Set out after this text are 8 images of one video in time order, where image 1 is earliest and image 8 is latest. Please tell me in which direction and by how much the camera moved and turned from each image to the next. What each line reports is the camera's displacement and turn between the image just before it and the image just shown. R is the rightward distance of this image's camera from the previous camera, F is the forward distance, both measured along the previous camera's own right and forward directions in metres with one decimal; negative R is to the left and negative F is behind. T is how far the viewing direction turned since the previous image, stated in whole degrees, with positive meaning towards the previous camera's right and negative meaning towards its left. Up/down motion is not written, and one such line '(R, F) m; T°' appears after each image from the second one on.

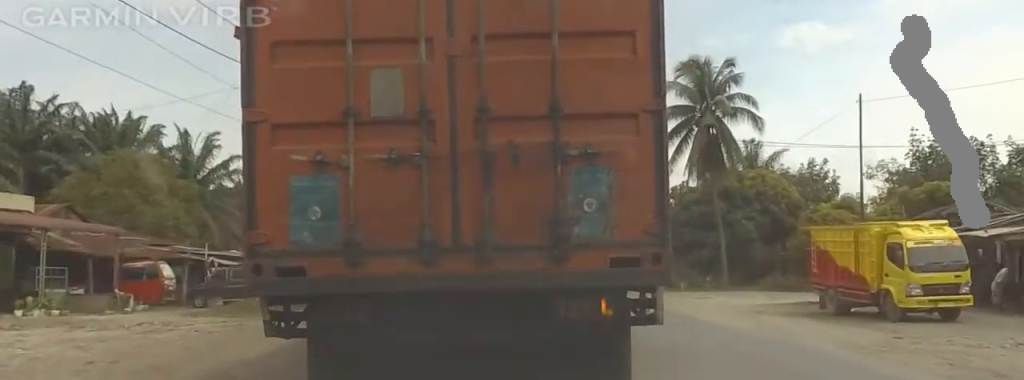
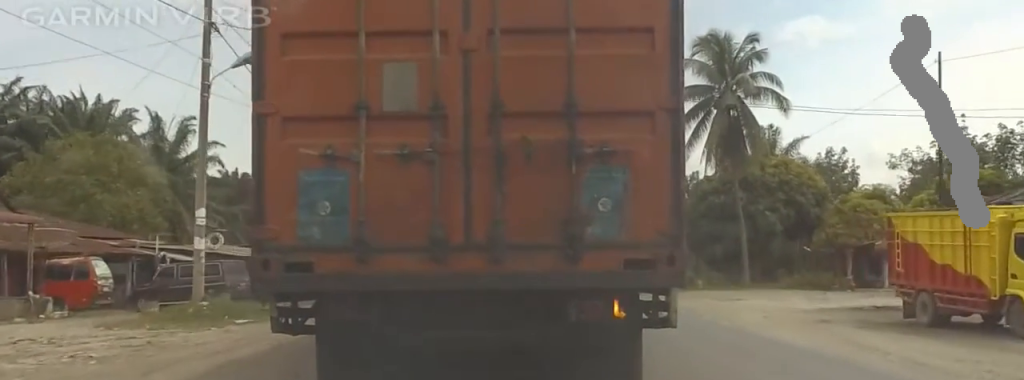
(-0.3, +11.7) m; -6°
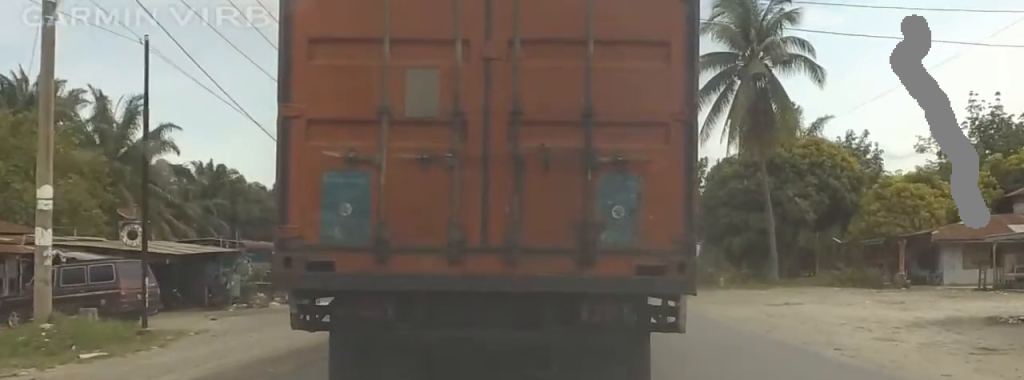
(-0.5, +16.8) m; -1°
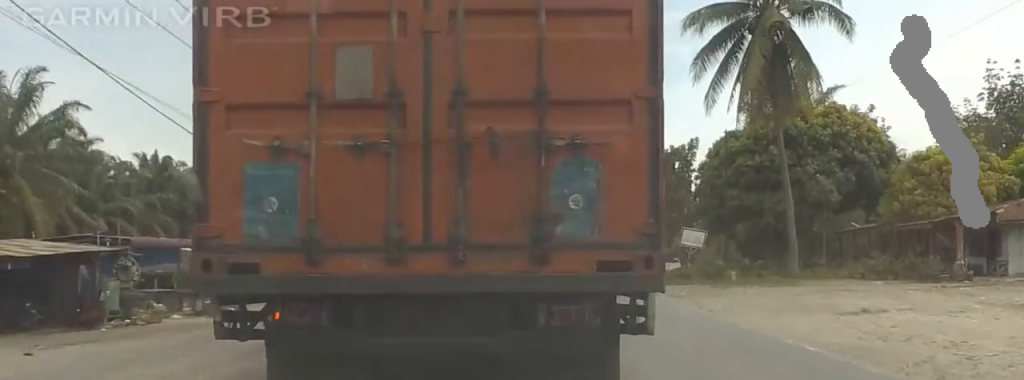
(-1.2, +16.9) m; -11°
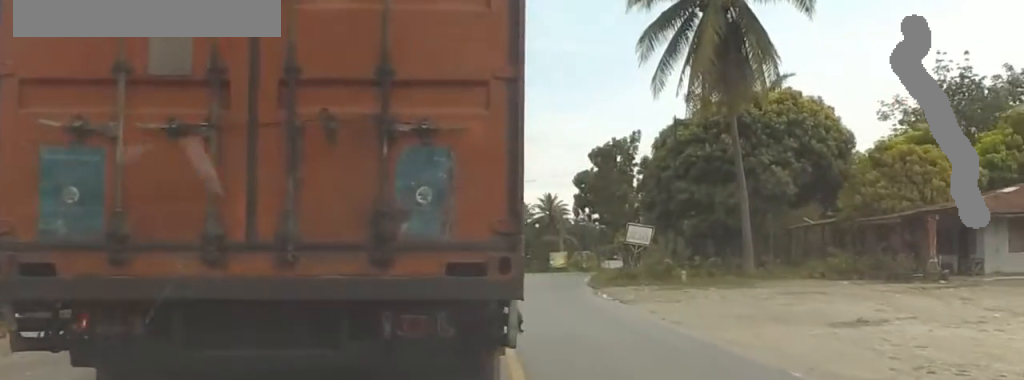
(-0.4, +7.8) m; -5°
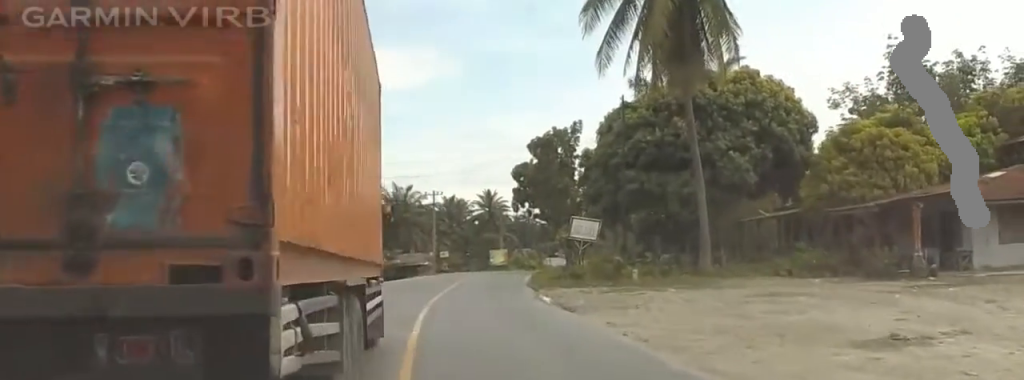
(+0.2, +7.8) m; -5°
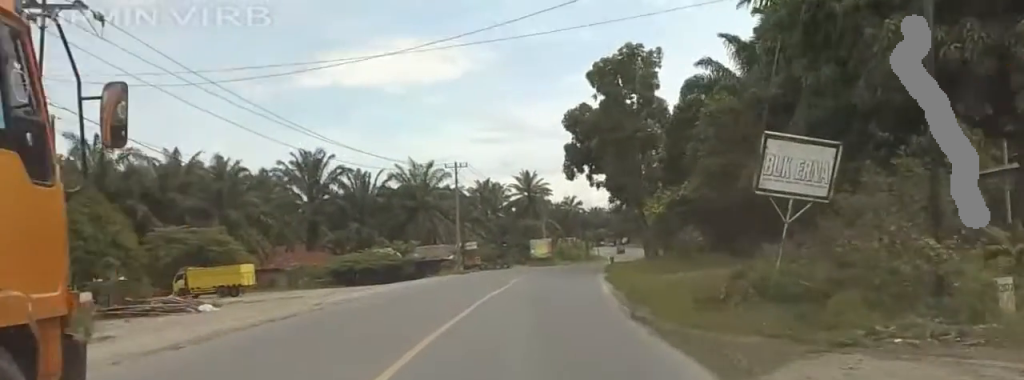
(-4.9, +31.8) m; -16°
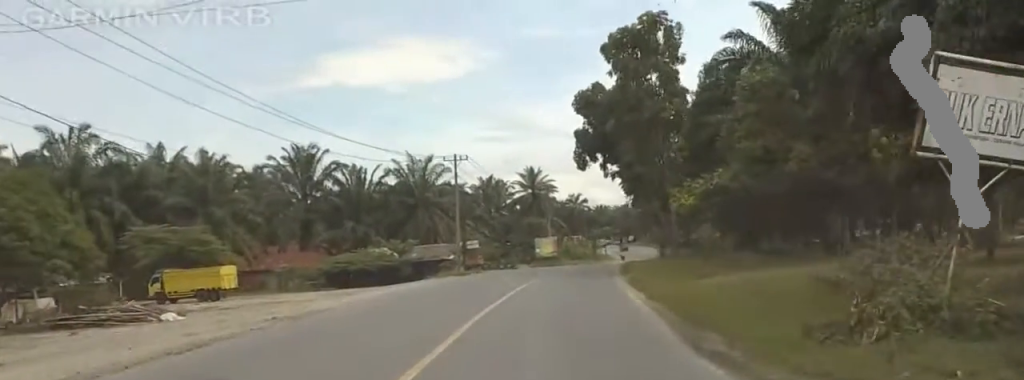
(-0.6, +6.8) m; -3°
